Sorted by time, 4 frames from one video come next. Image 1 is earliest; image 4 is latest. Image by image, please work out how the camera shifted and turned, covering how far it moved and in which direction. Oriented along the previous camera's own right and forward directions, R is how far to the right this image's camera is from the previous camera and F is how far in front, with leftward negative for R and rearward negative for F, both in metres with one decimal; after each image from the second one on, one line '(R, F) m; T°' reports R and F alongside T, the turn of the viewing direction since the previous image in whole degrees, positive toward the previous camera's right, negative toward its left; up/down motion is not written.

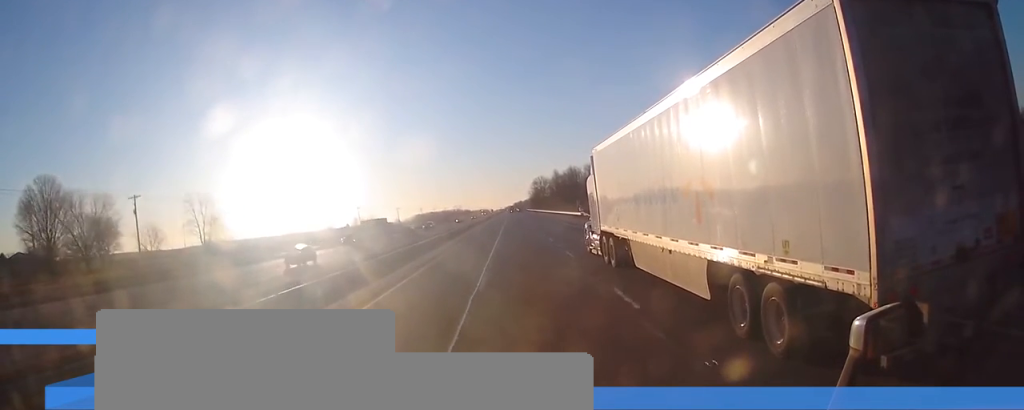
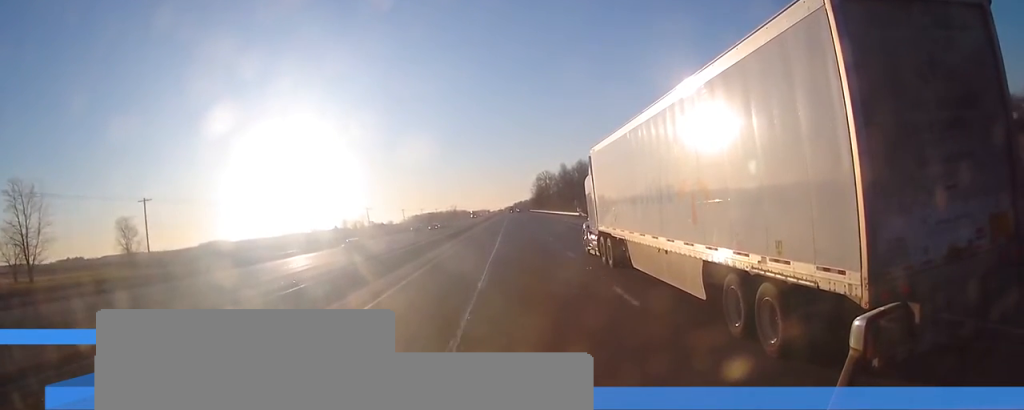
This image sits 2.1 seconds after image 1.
(-0.7, +59.9) m; -1°
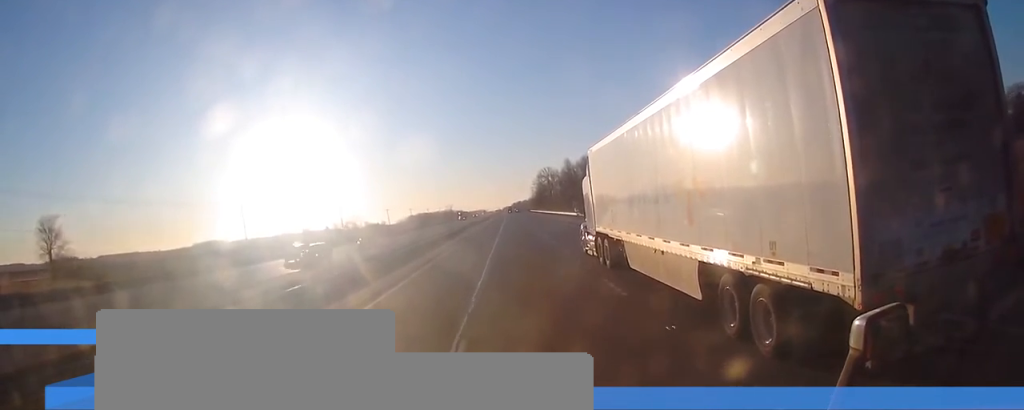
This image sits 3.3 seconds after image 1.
(+0.1, +34.2) m; +1°
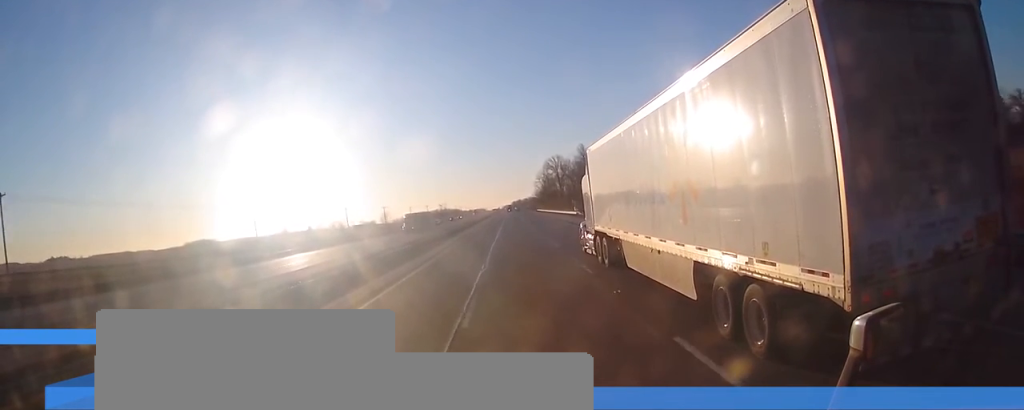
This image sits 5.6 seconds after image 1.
(+0.1, +67.4) m; 0°
